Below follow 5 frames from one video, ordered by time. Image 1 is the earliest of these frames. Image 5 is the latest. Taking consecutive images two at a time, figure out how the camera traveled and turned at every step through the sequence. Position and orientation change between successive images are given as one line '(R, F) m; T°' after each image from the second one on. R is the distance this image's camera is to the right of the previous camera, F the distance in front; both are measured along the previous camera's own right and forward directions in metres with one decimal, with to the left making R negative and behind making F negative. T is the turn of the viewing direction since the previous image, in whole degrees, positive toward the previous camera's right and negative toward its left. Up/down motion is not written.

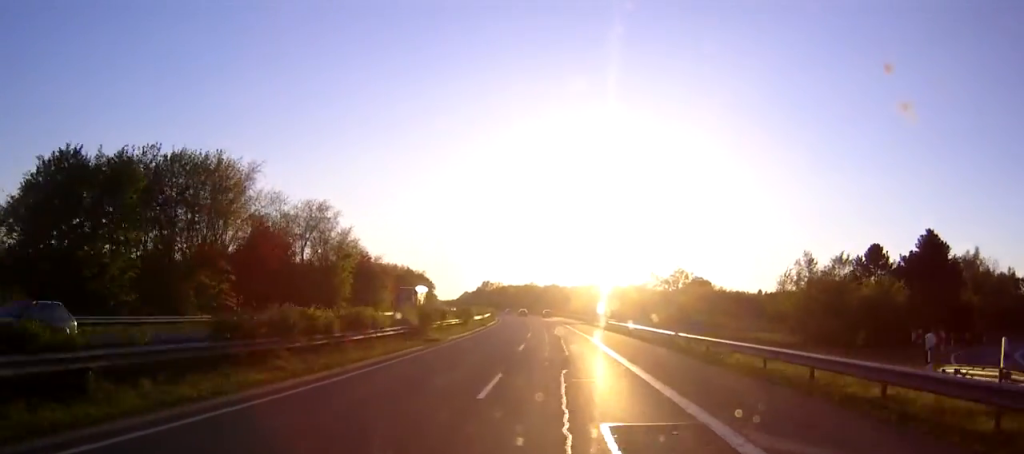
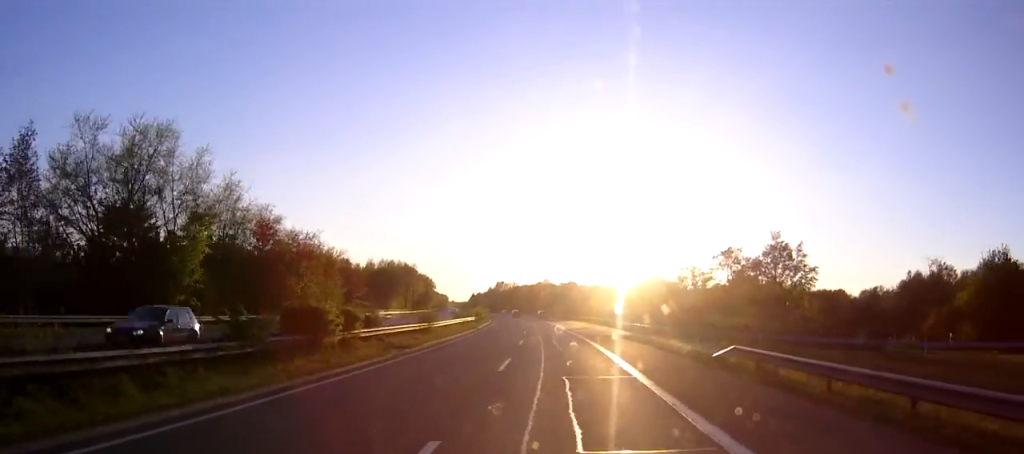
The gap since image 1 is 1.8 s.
(-0.4, +46.2) m; -1°
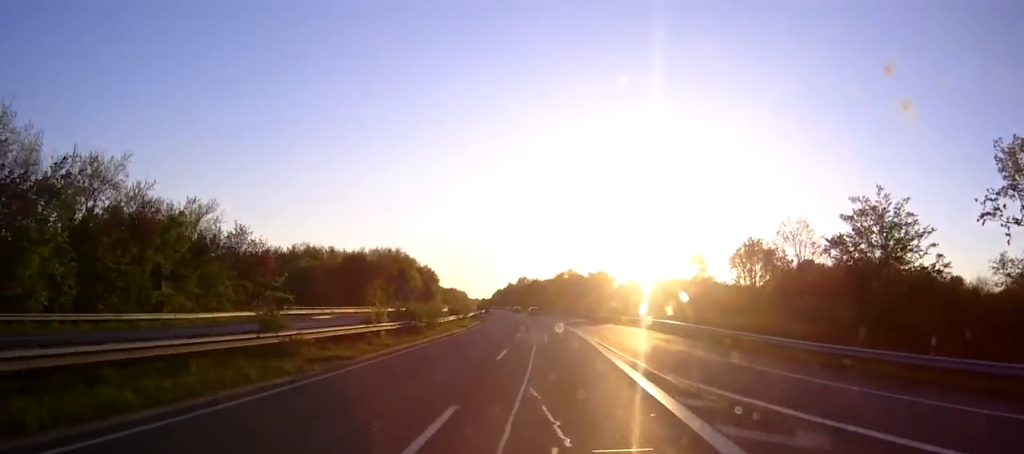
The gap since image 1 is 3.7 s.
(-1.0, +50.6) m; -2°
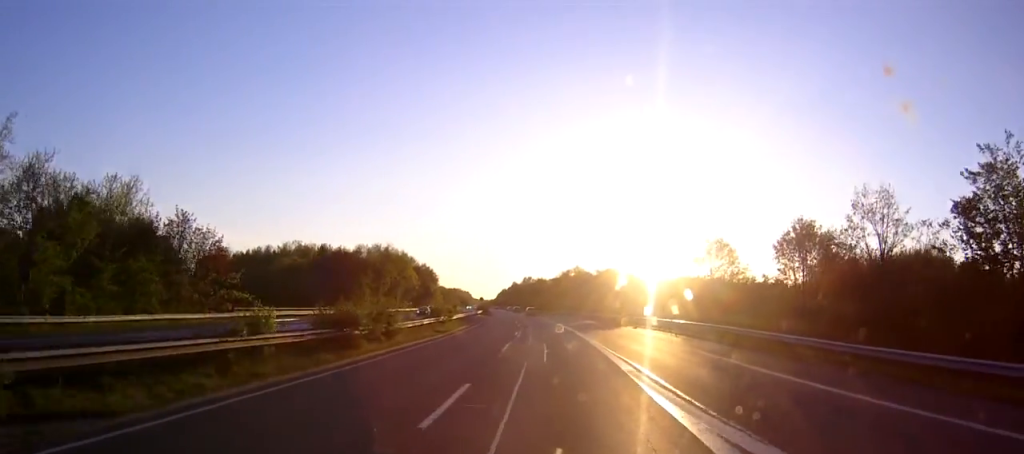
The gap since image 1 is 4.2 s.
(0.0, +14.0) m; -1°
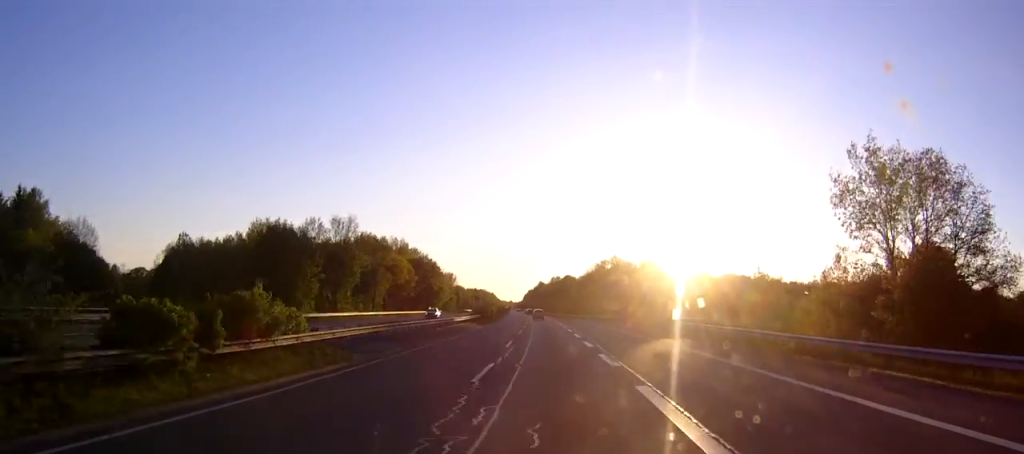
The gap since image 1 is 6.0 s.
(-0.8, +45.9) m; -2°
